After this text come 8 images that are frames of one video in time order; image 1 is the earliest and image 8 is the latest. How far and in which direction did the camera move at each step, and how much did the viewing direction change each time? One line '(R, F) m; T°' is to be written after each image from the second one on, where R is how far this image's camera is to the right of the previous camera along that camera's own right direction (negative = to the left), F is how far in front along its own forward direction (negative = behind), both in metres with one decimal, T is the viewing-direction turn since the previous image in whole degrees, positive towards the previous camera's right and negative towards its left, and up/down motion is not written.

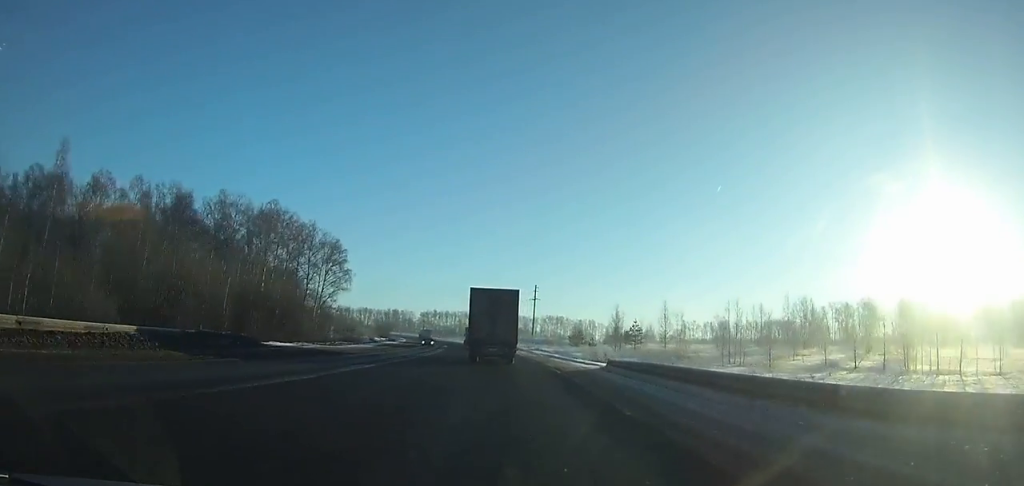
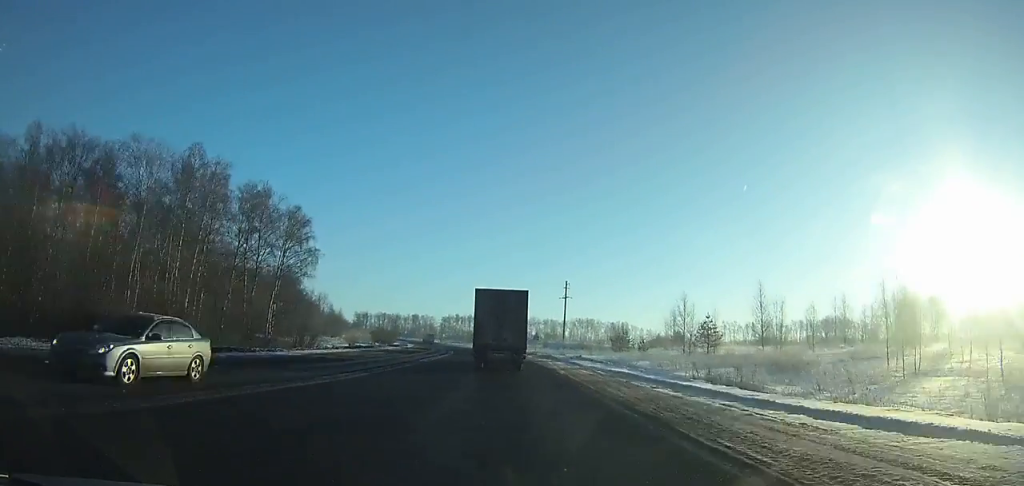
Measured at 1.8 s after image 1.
(-0.2, +26.7) m; -2°
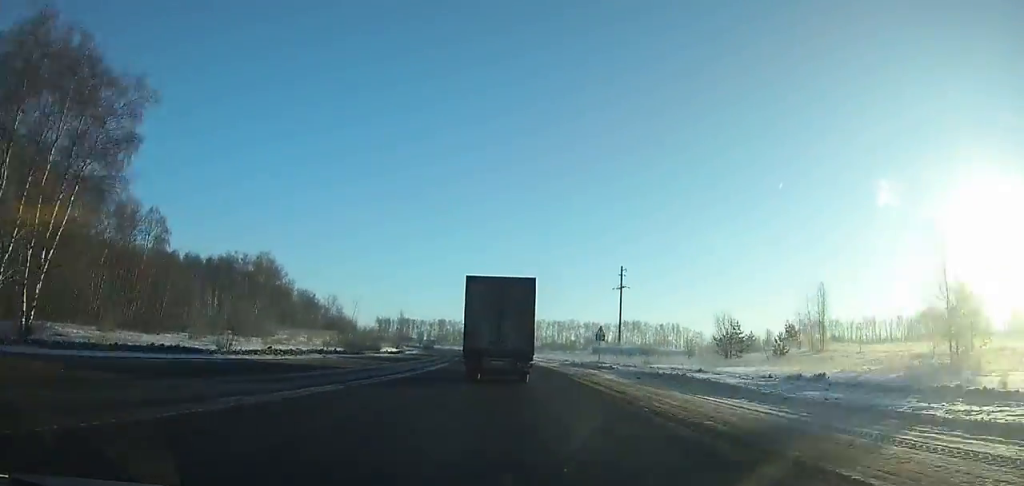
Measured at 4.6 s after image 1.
(-1.4, +40.4) m; -4°
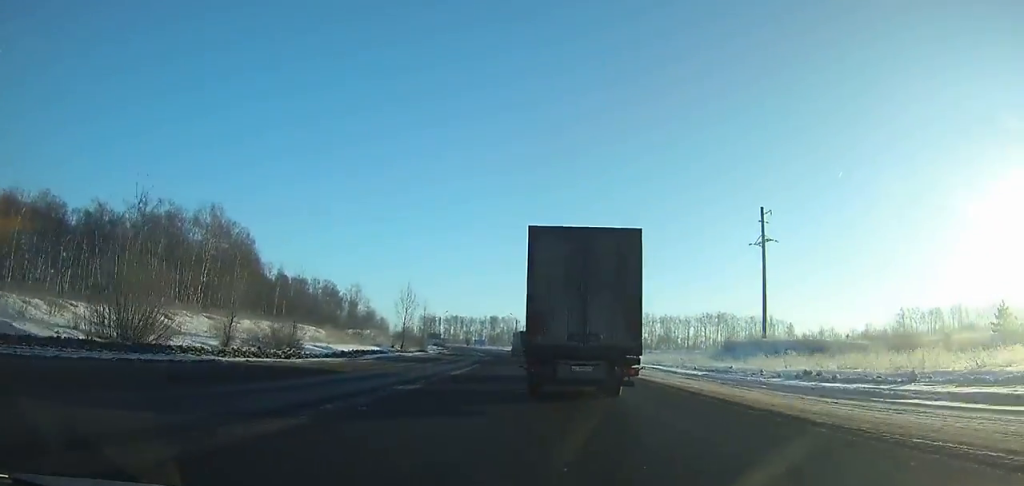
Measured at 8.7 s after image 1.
(-2.9, +58.7) m; -5°
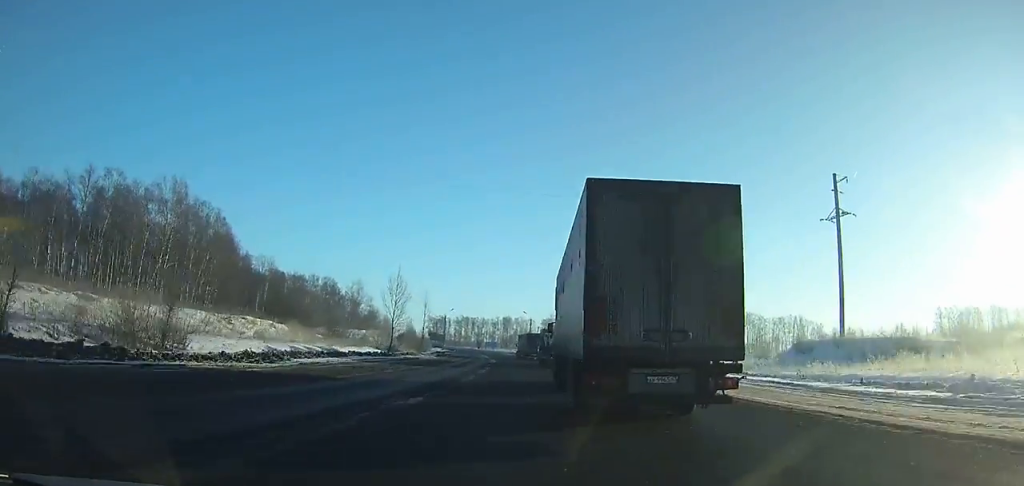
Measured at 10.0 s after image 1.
(-0.2, +19.0) m; -1°
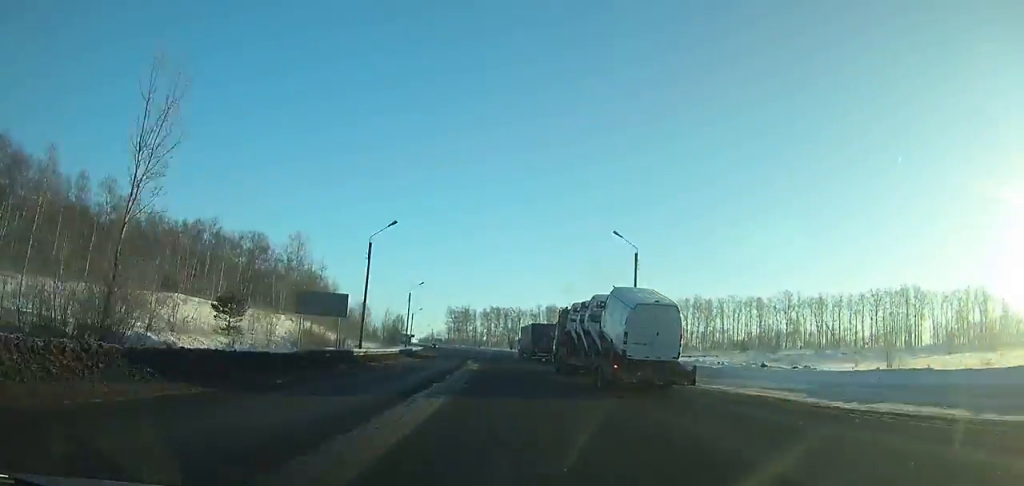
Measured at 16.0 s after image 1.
(-3.4, +96.1) m; -5°
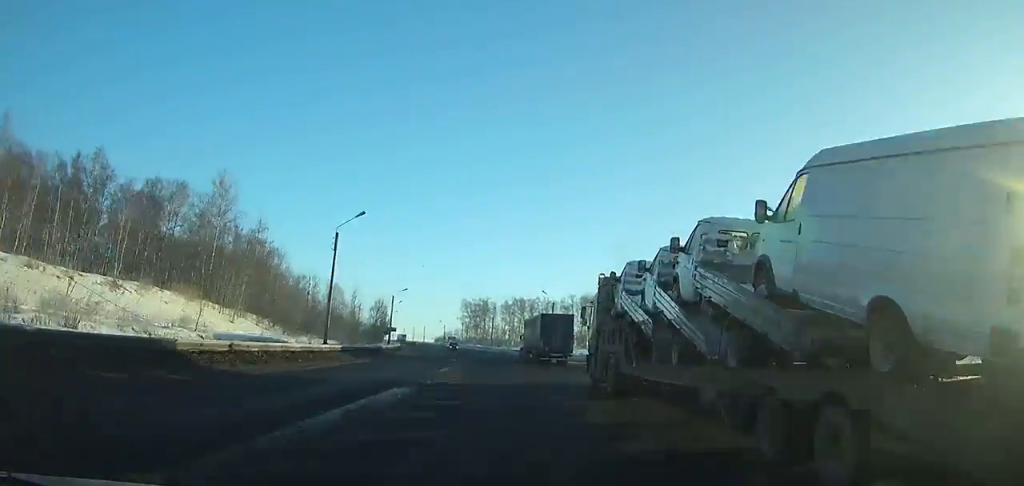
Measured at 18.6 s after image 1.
(-1.1, +44.7) m; -3°
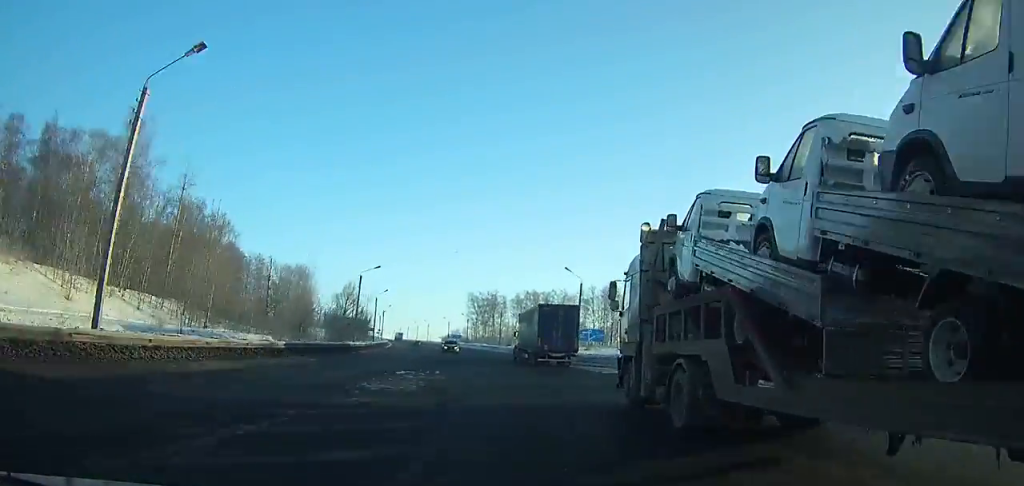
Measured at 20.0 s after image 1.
(-0.3, +24.4) m; -2°
